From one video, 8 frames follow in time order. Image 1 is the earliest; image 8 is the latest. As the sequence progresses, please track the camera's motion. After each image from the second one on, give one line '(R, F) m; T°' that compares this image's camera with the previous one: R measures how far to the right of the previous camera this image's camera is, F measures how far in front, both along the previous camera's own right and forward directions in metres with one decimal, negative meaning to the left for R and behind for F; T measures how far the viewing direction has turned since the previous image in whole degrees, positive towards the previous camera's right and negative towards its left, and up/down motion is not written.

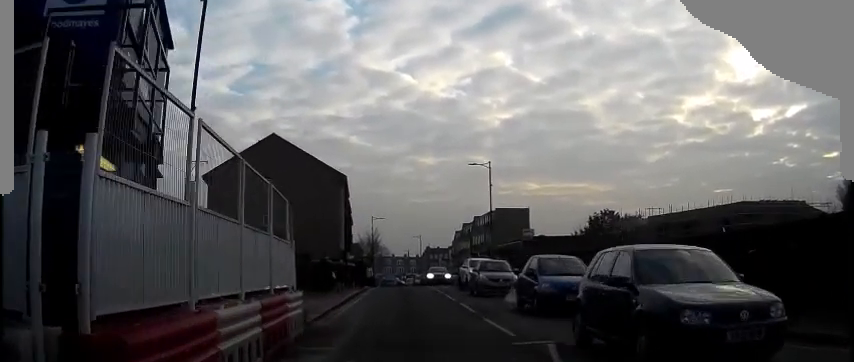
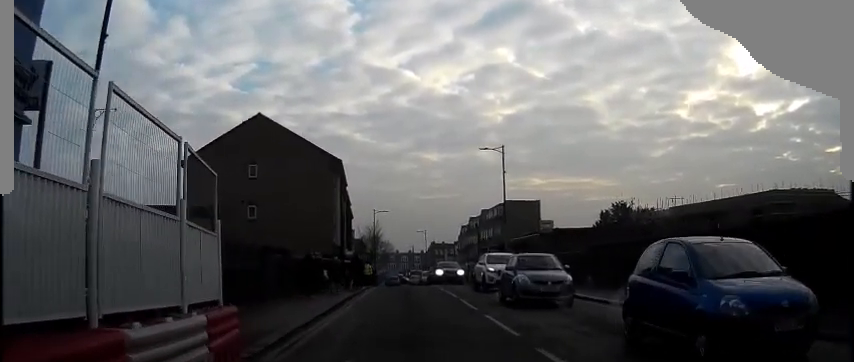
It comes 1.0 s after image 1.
(-0.1, +6.3) m; -1°
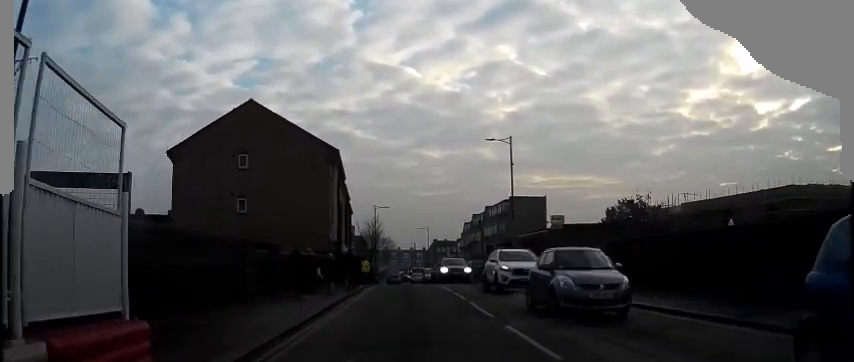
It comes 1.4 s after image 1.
(0.0, +3.3) m; +1°
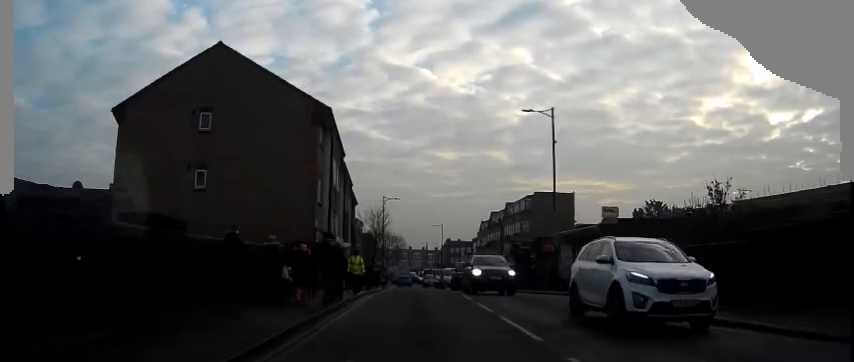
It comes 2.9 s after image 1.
(0.0, +11.3) m; 0°
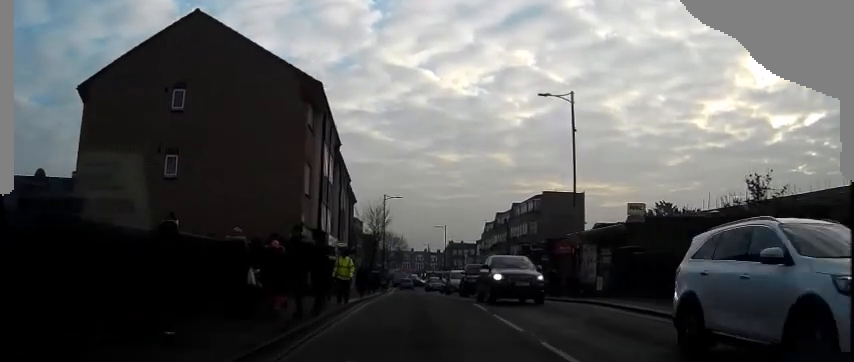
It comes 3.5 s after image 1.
(0.0, +4.6) m; 0°
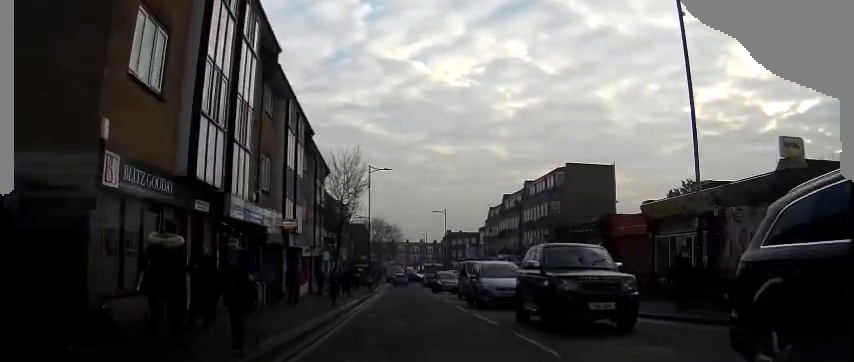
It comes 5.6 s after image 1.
(0.0, +17.5) m; 0°
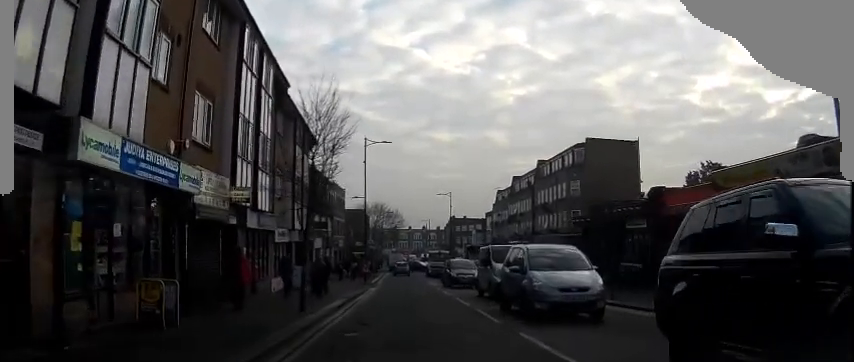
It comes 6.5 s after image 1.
(0.0, +7.9) m; 0°
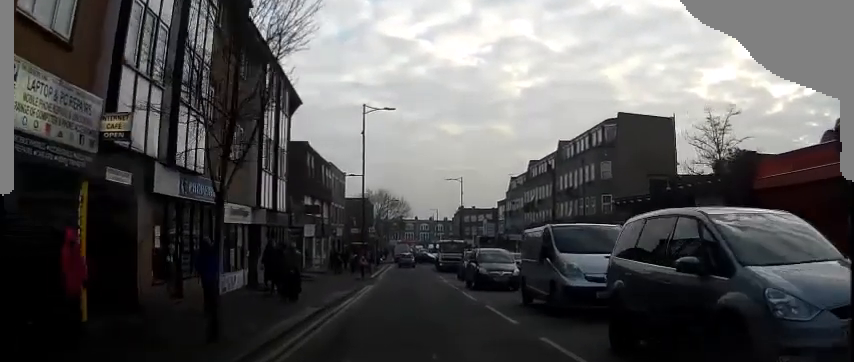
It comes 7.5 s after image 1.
(0.0, +7.9) m; 0°
